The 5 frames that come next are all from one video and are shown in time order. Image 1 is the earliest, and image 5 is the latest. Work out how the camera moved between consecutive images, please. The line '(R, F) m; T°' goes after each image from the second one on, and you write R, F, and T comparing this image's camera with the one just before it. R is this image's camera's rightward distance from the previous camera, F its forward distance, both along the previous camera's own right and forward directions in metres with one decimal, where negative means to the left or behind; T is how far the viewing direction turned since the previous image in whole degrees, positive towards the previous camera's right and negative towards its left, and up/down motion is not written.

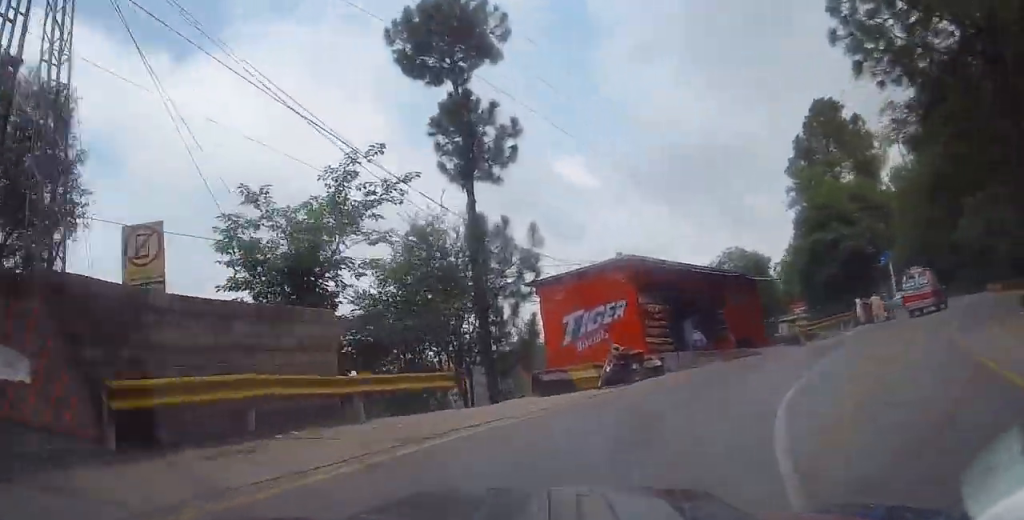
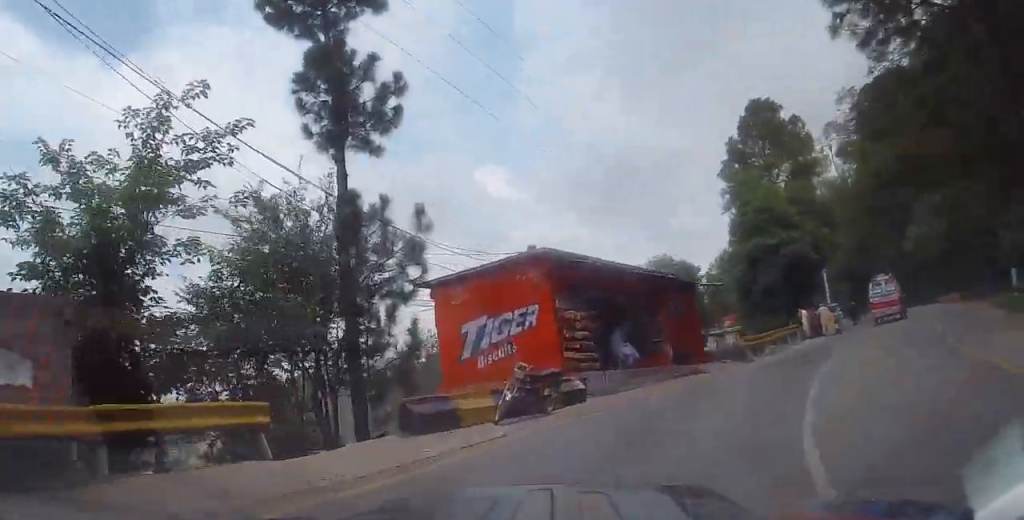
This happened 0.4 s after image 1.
(-0.3, +4.2) m; +5°
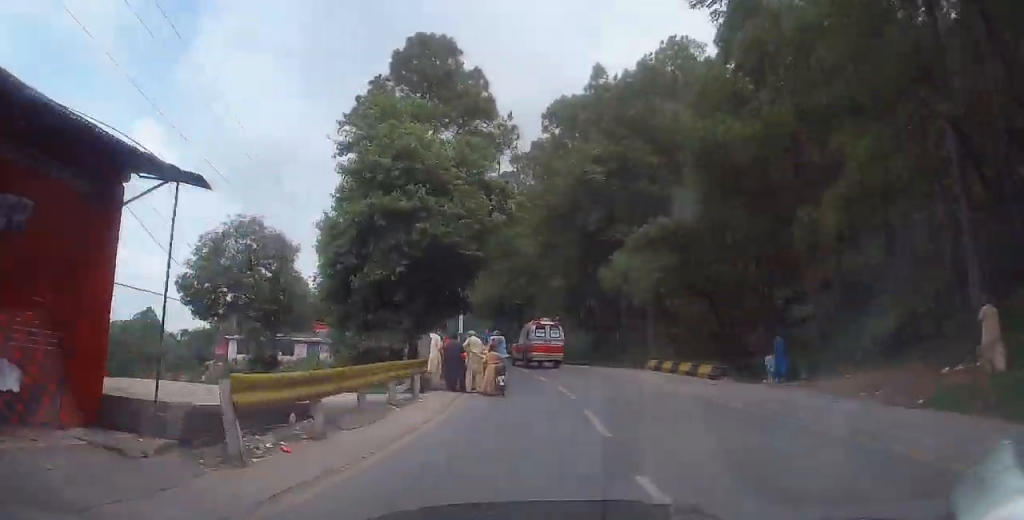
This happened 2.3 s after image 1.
(+5.8, +15.7) m; +32°
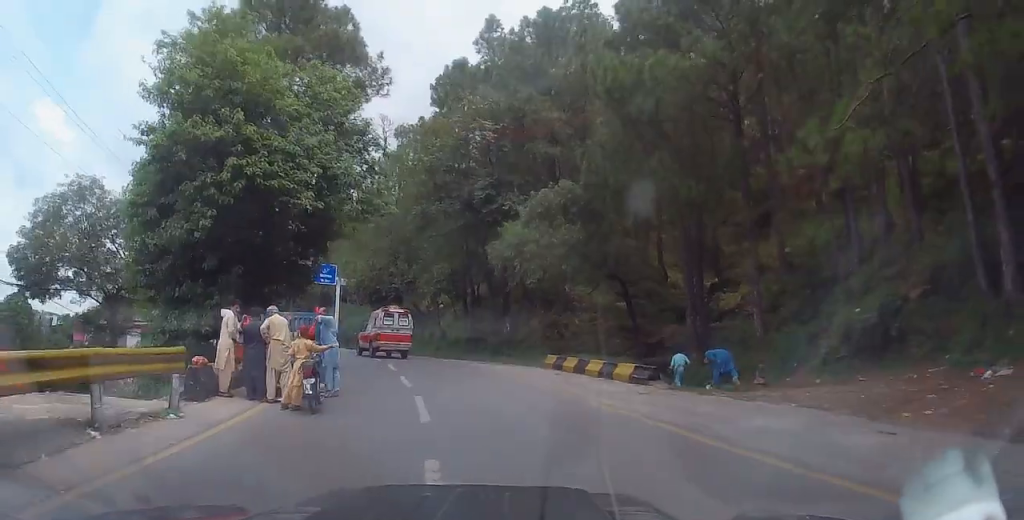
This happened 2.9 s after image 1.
(+0.2, +6.2) m; +2°
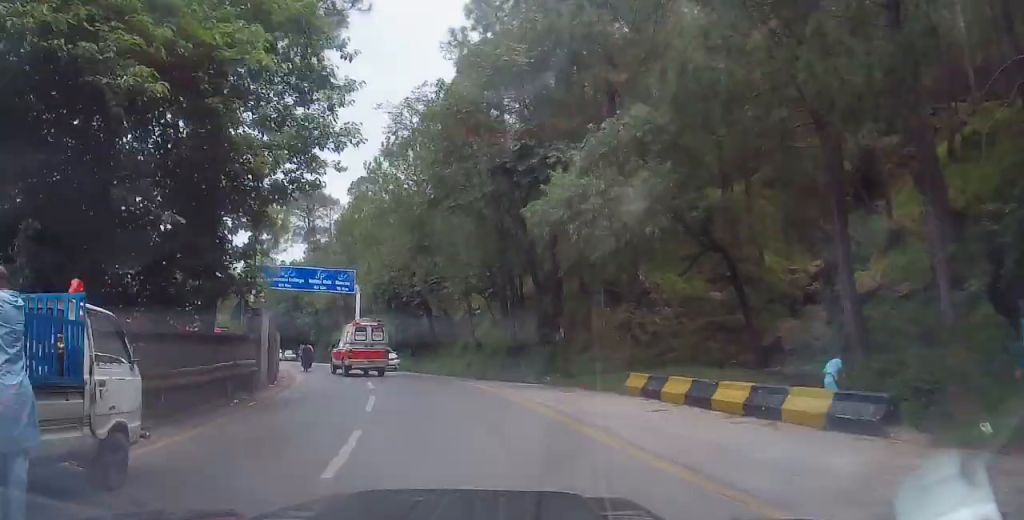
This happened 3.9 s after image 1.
(0.0, +9.0) m; -3°
